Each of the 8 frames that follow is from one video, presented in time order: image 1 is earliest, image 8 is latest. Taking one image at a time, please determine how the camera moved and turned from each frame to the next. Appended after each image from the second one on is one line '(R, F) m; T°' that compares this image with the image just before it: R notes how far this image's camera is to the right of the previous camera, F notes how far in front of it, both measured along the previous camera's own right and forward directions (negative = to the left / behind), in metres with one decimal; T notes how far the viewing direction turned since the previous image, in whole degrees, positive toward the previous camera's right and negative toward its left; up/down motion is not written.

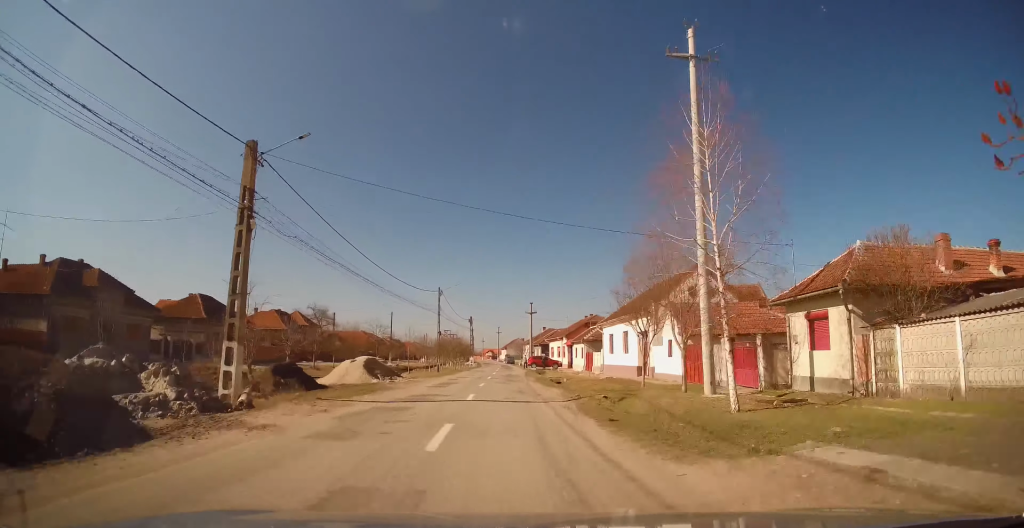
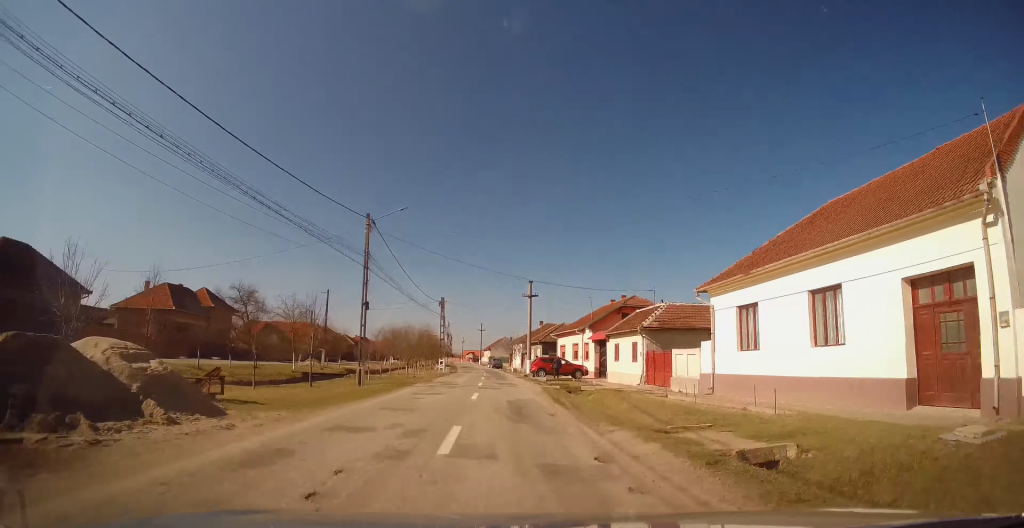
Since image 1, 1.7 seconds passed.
(+0.6, +26.8) m; +2°
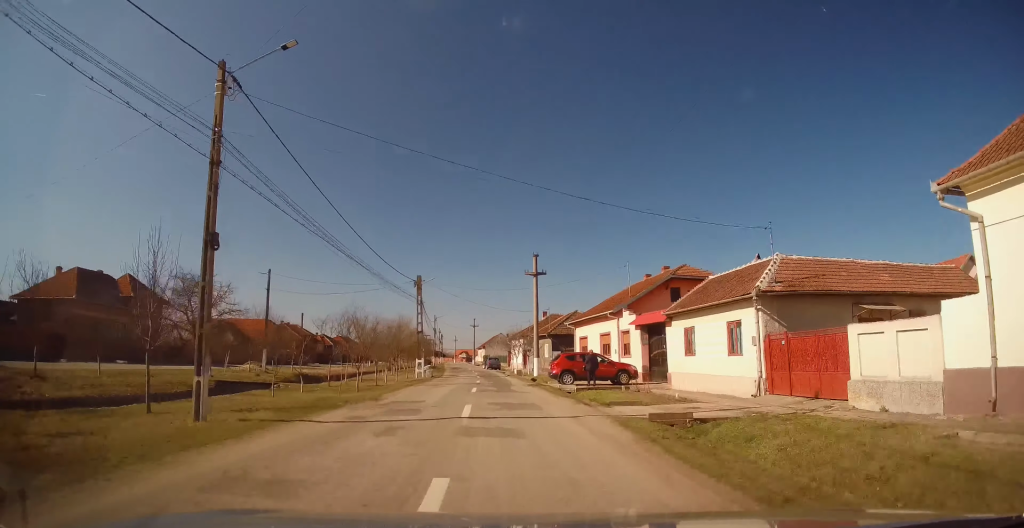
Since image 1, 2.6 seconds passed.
(+0.1, +14.6) m; 0°
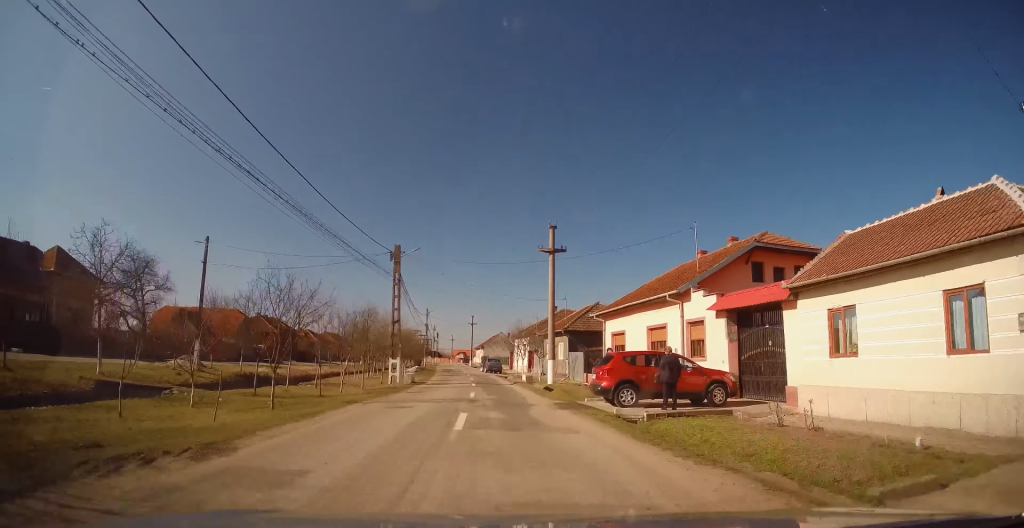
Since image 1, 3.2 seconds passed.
(0.0, +10.9) m; 0°
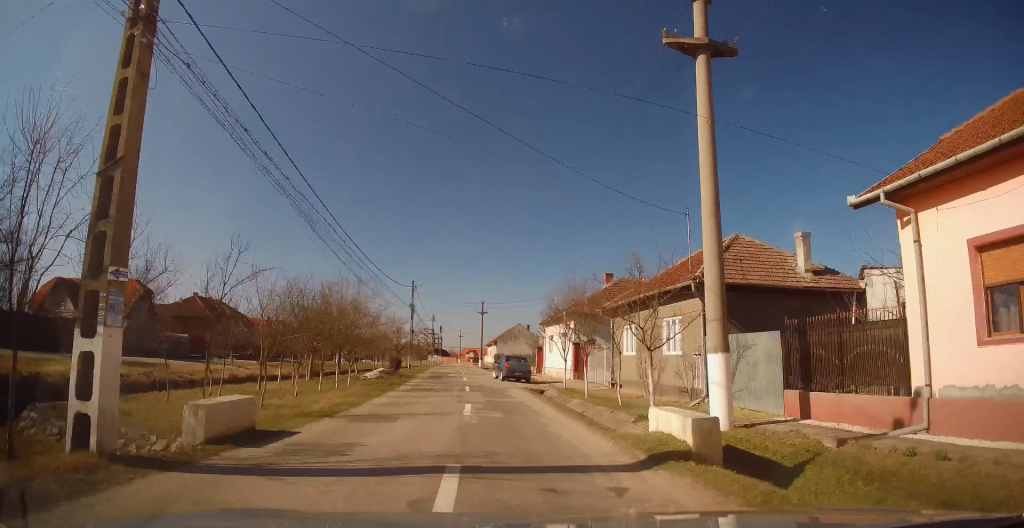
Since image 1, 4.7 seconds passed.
(-0.2, +24.8) m; 0°
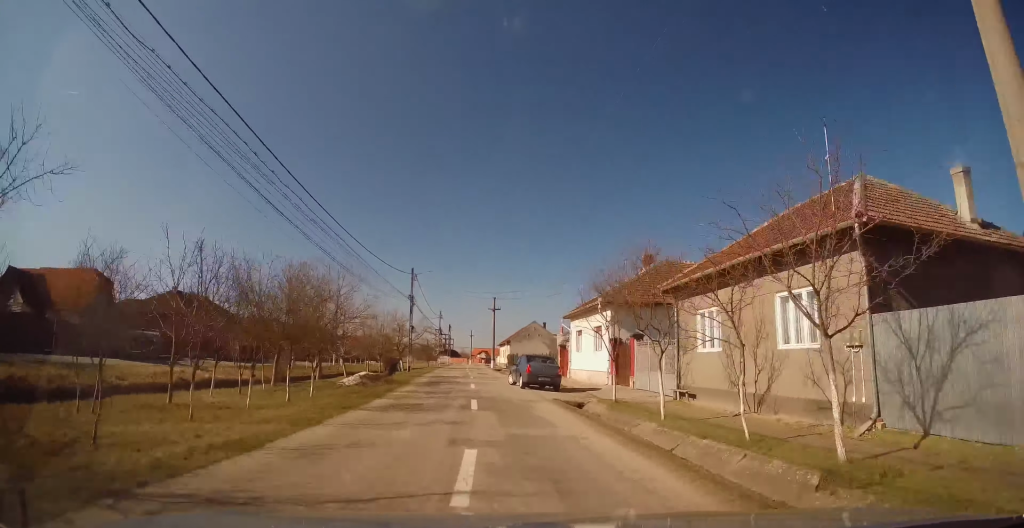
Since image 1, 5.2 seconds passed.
(+0.1, +7.8) m; 0°
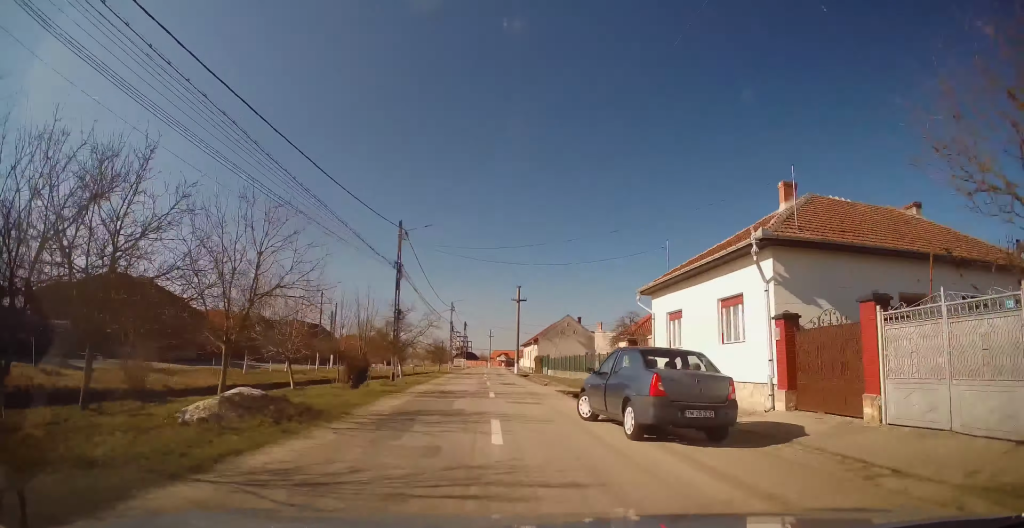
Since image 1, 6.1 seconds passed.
(+0.1, +15.0) m; -2°
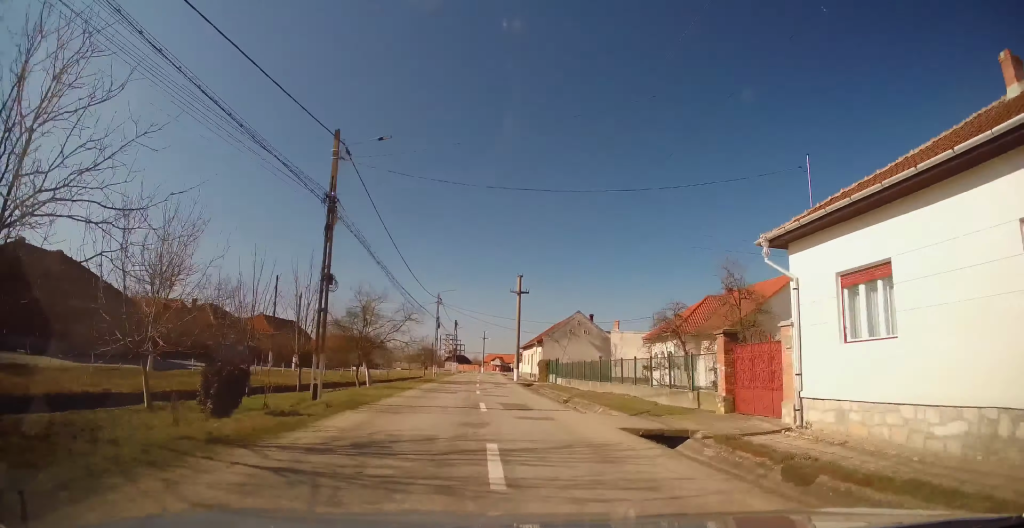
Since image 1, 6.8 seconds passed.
(-0.5, +11.5) m; -2°
